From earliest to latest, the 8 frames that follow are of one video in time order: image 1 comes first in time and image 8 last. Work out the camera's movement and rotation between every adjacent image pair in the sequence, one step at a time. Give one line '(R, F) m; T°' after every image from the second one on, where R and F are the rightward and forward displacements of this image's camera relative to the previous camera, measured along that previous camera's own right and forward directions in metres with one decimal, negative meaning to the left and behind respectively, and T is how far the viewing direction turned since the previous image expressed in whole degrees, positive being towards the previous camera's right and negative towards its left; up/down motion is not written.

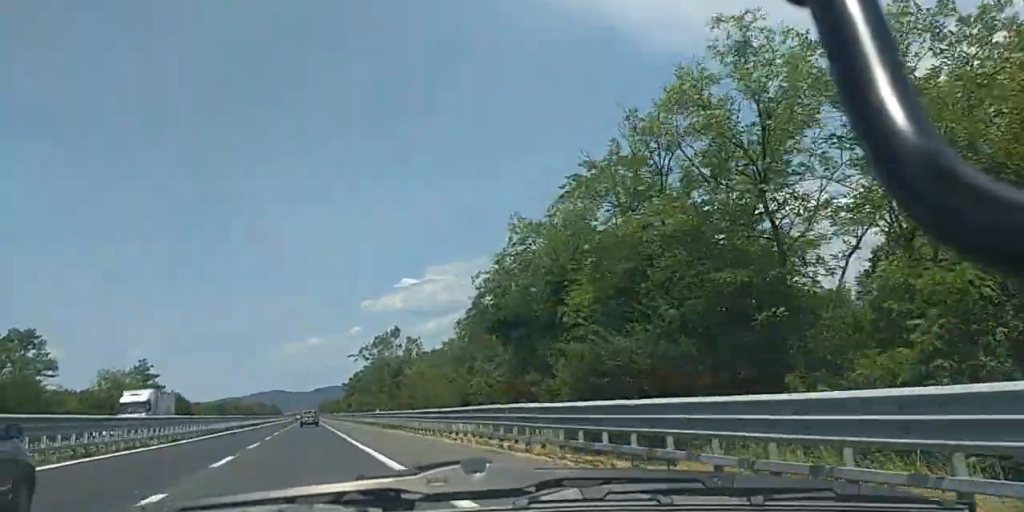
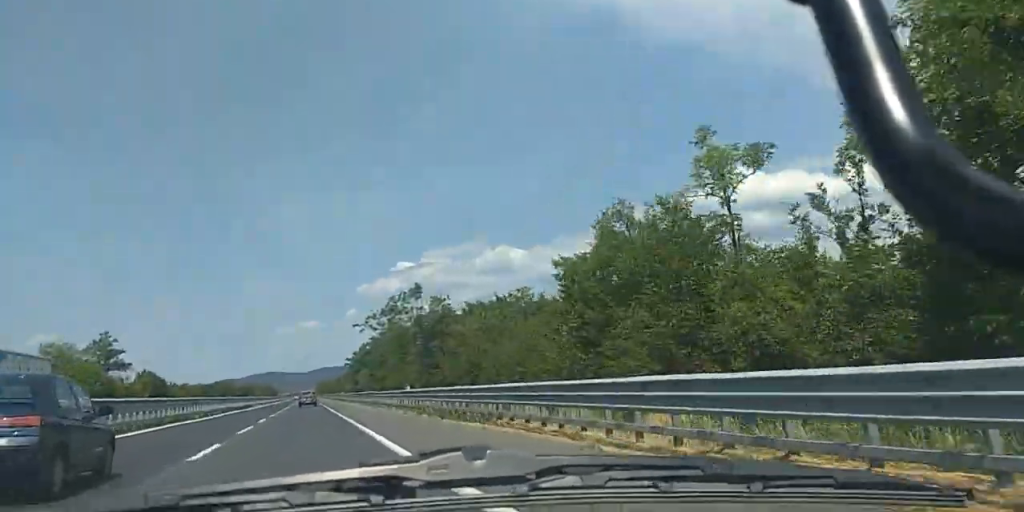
(+0.4, +26.5) m; +1°
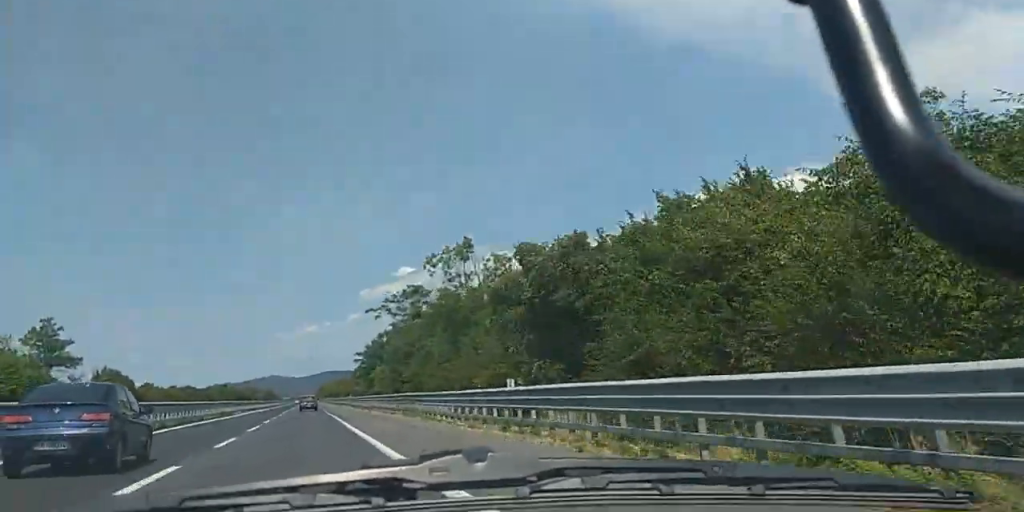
(0.0, +28.3) m; 0°
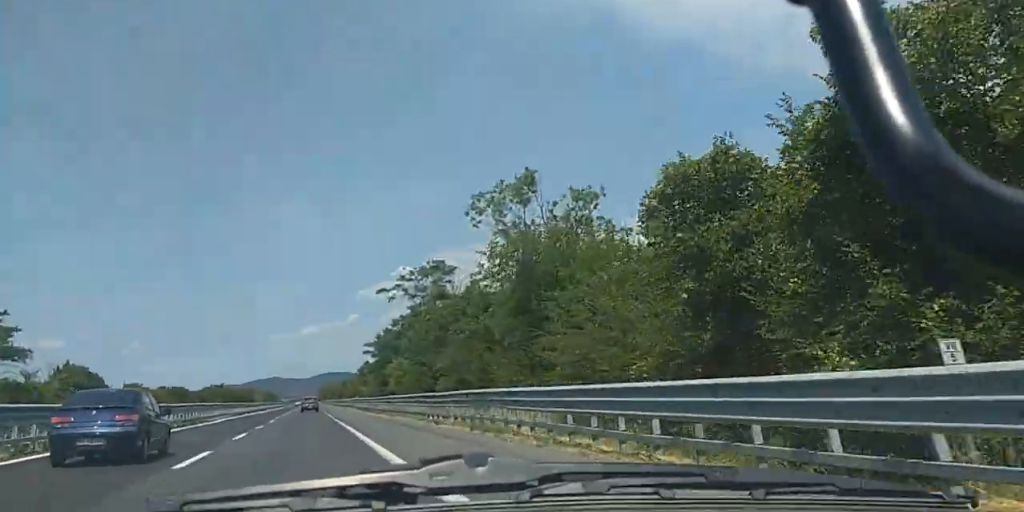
(-0.1, +18.1) m; 0°
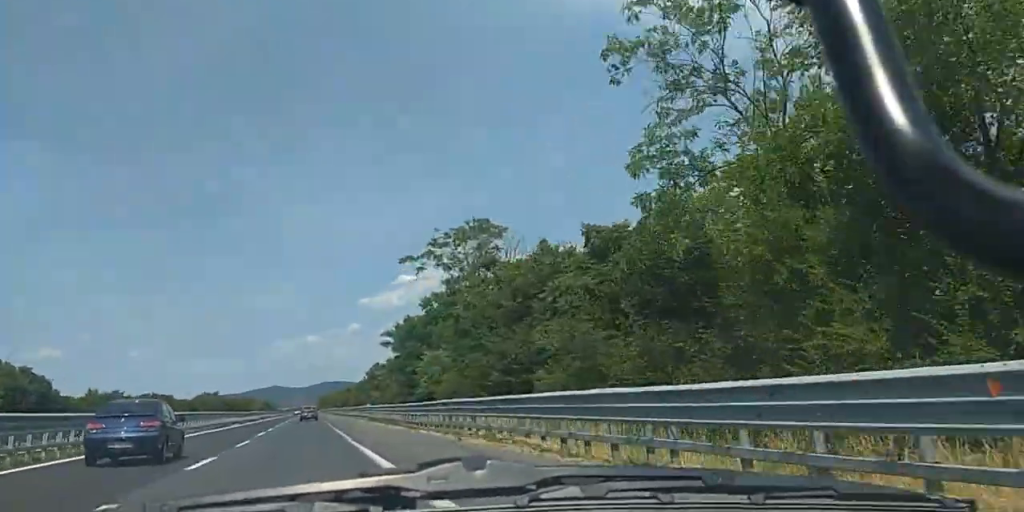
(-0.2, +19.9) m; 0°
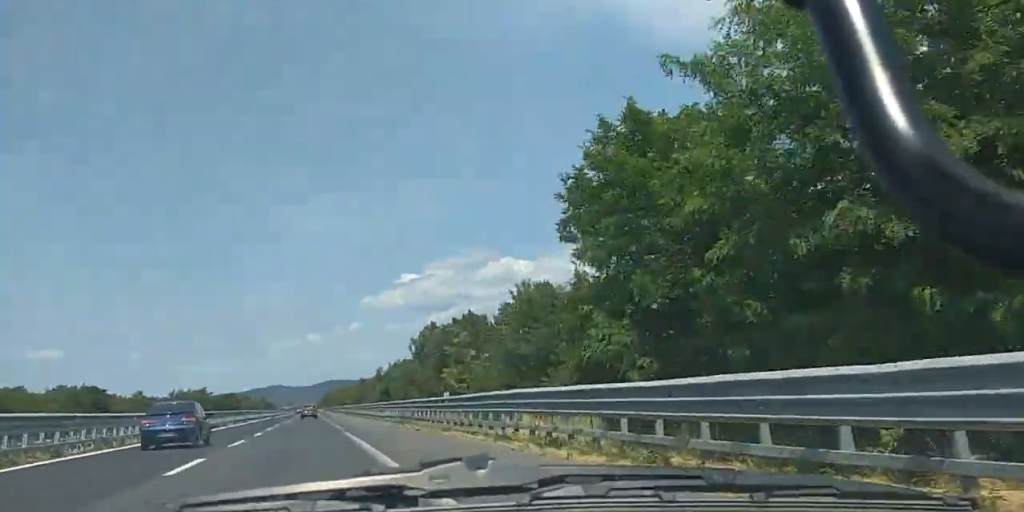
(-0.1, +48.2) m; -1°
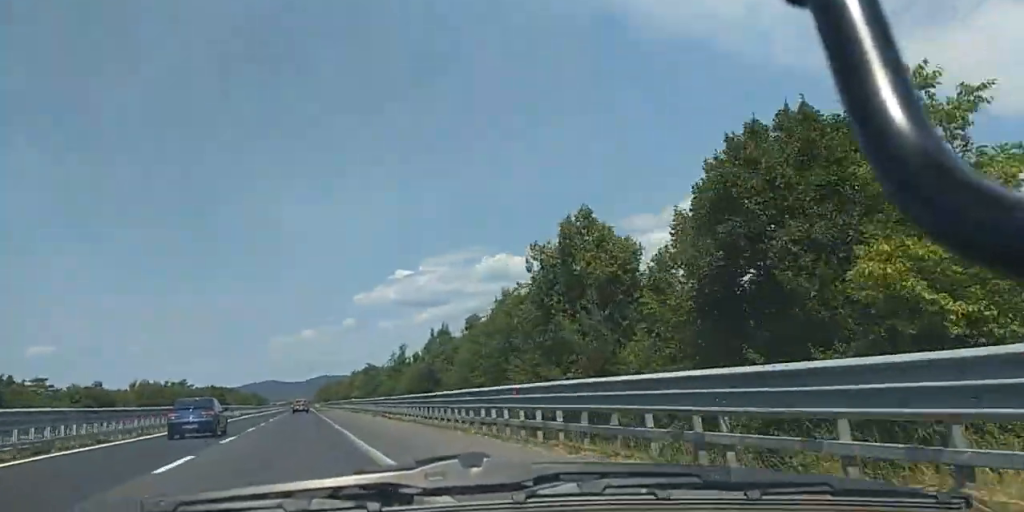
(0.0, +33.6) m; 0°
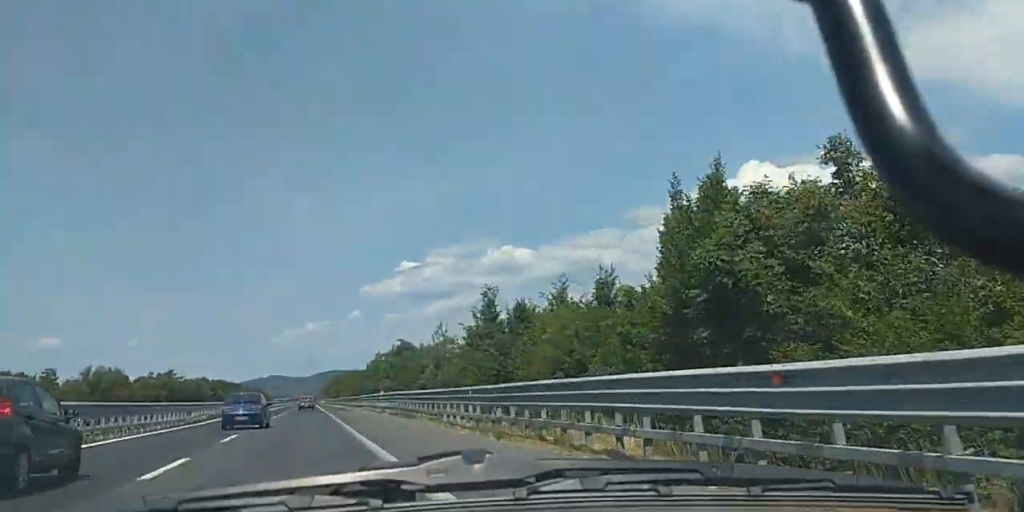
(-0.2, +35.9) m; 0°
